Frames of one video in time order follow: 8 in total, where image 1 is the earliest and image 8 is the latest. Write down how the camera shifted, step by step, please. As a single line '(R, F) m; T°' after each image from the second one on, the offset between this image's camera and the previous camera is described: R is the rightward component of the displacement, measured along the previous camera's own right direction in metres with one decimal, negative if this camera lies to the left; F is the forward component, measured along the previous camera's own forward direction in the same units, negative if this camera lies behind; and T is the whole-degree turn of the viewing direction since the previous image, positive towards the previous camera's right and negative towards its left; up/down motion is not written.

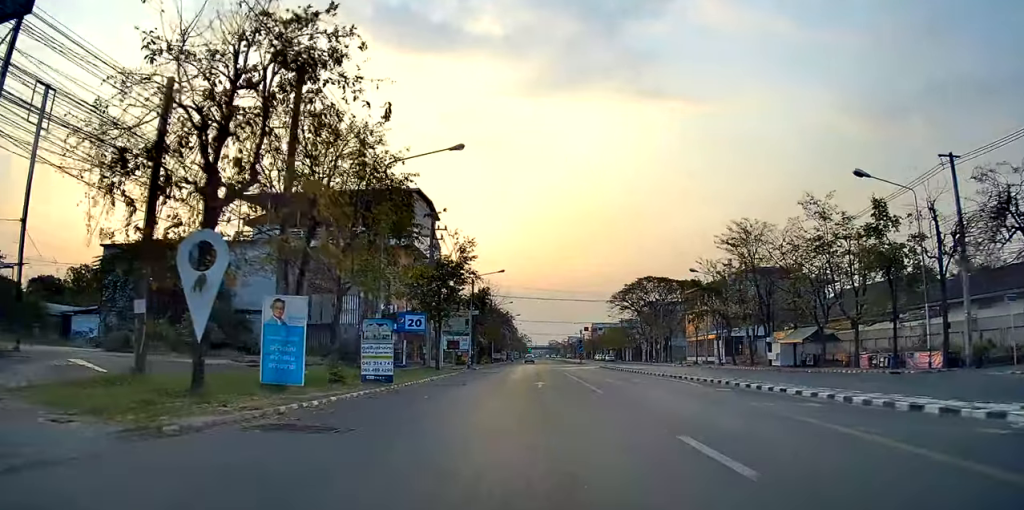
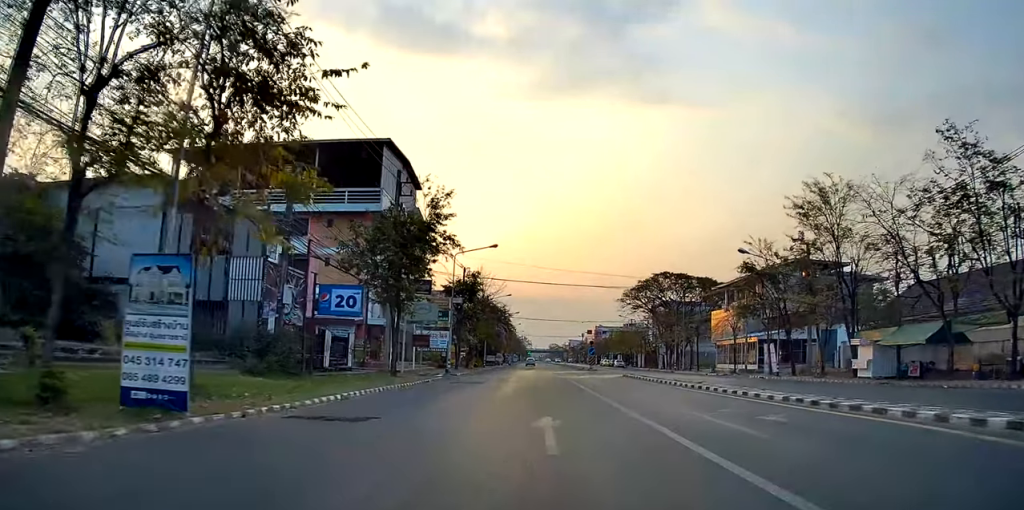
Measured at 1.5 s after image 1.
(+0.7, +15.2) m; +2°
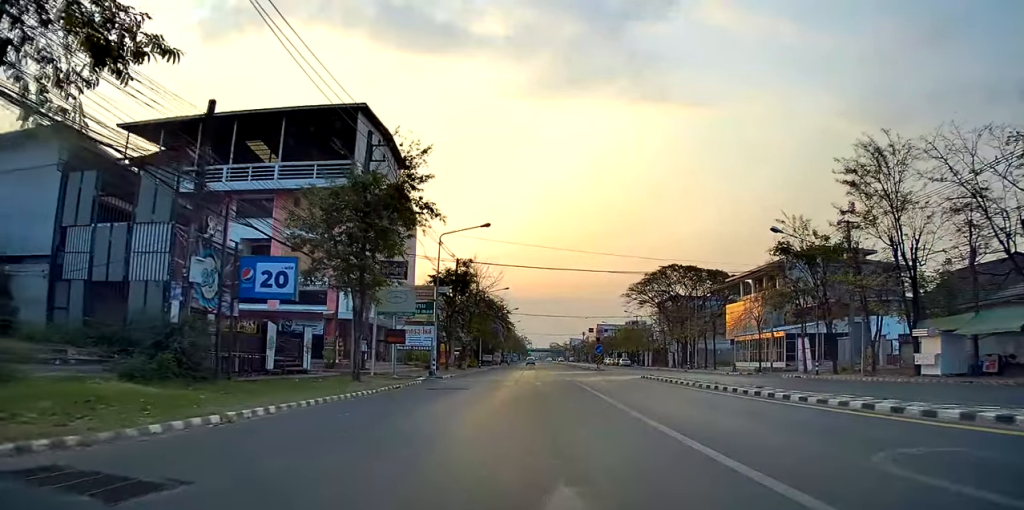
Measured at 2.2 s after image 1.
(0.0, +7.4) m; -1°
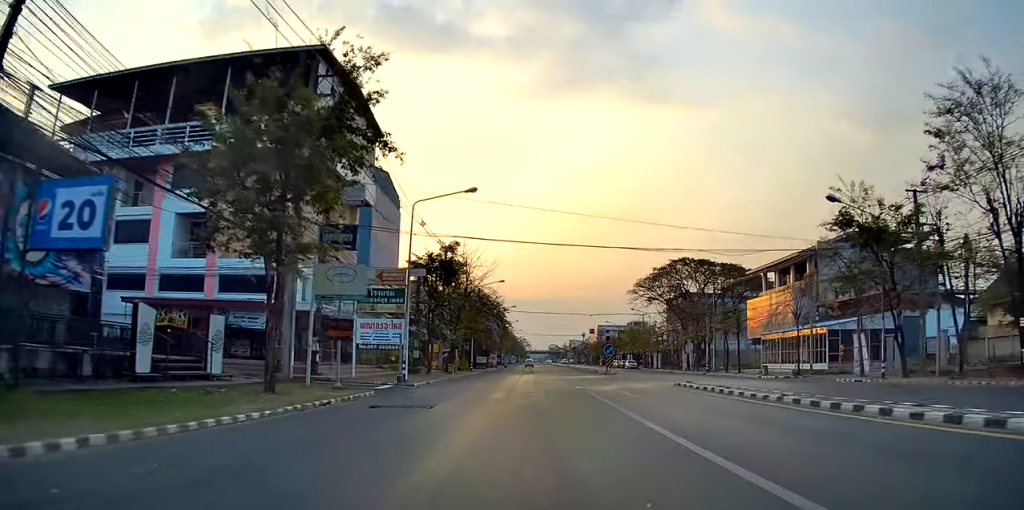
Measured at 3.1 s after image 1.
(-0.5, +9.2) m; +1°
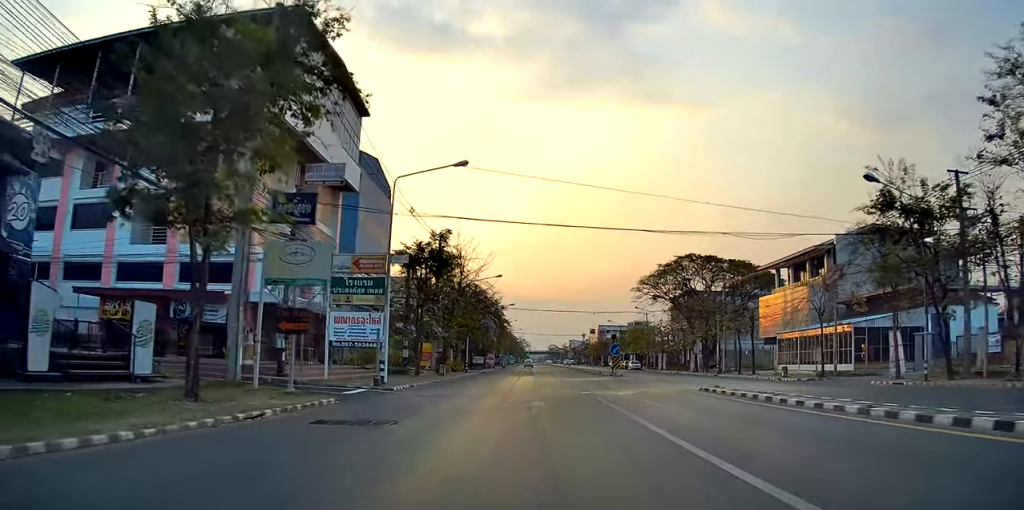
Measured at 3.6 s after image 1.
(+0.3, +4.6) m; +2°
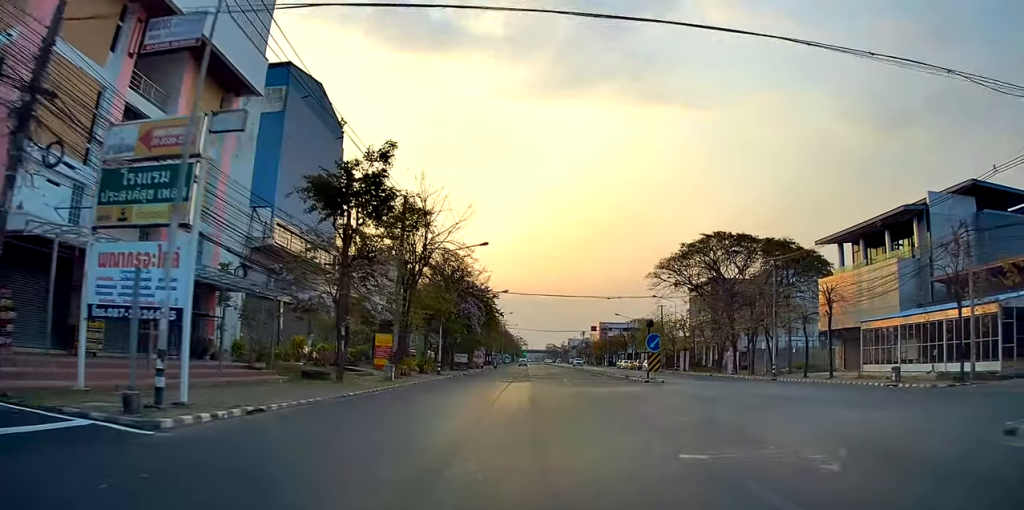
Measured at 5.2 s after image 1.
(+0.5, +16.4) m; -1°
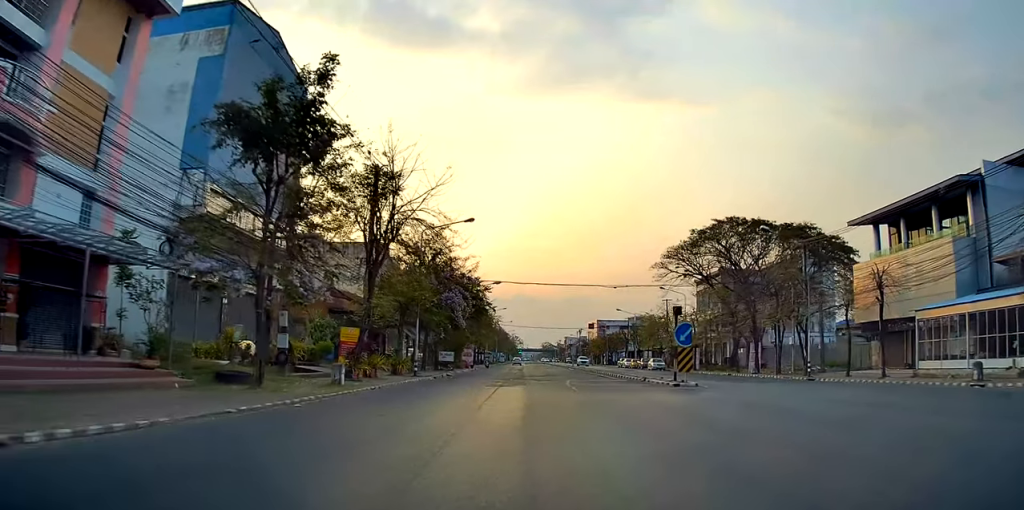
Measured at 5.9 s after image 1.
(-0.5, +7.5) m; 0°
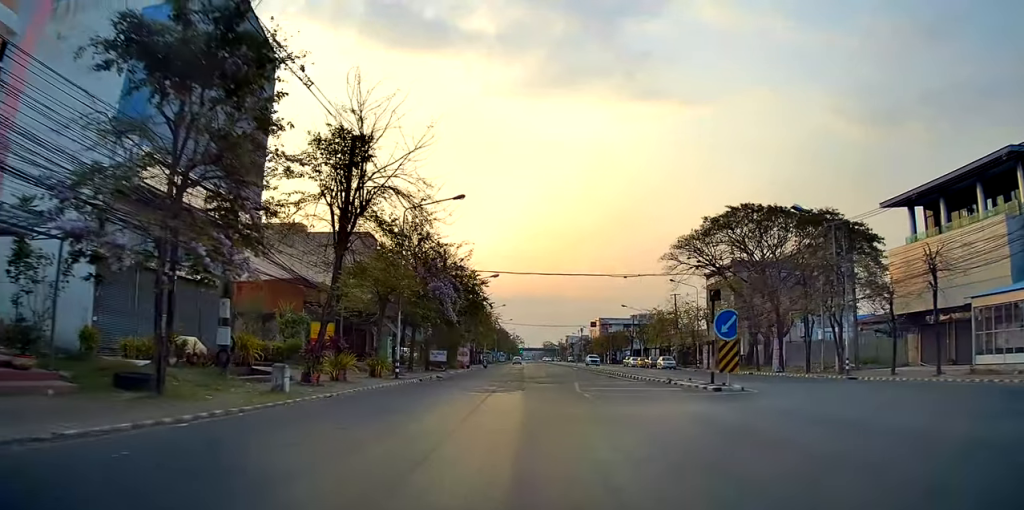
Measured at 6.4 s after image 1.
(+0.1, +5.1) m; 0°
